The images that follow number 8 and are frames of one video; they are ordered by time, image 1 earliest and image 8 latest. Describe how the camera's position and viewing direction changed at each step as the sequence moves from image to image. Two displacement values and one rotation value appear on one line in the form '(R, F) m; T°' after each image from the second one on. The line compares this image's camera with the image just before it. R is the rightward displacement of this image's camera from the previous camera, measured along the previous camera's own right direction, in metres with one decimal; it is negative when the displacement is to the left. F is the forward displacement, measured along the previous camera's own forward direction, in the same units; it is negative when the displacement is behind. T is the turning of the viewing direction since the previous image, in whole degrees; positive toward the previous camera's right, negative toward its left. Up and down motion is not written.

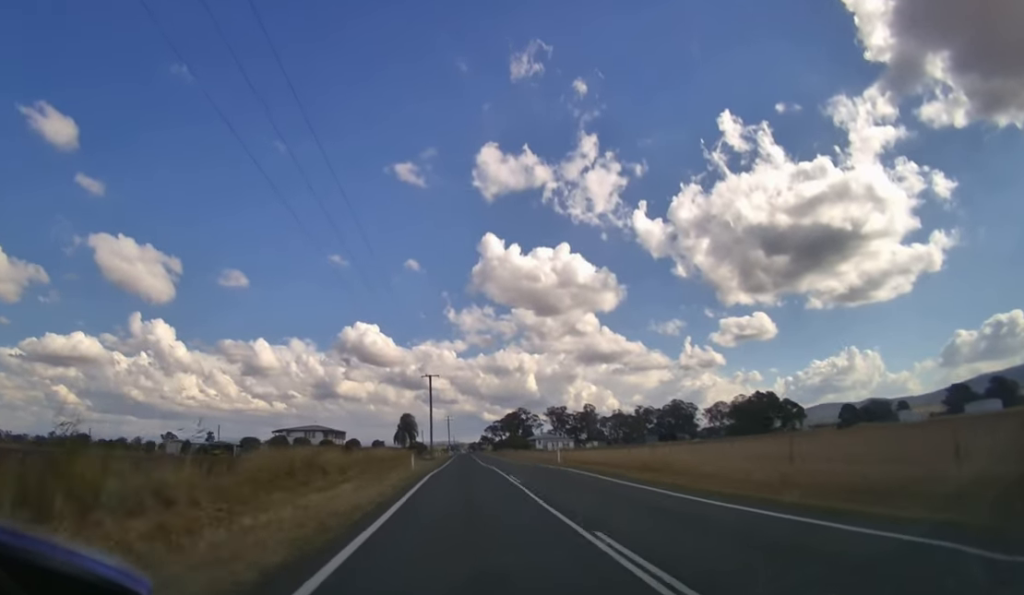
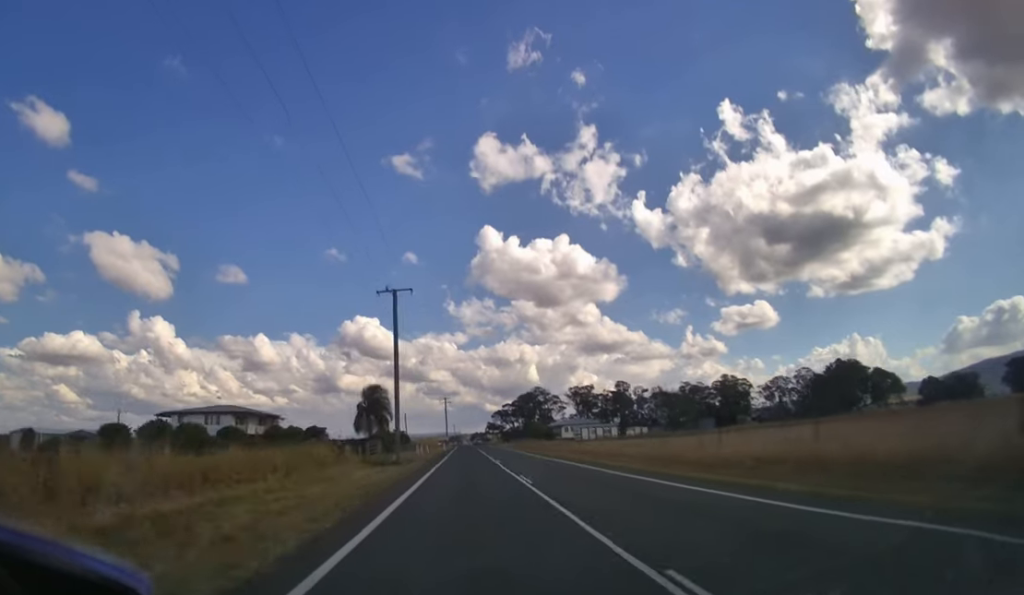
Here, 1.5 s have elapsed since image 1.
(0.0, +44.7) m; 0°
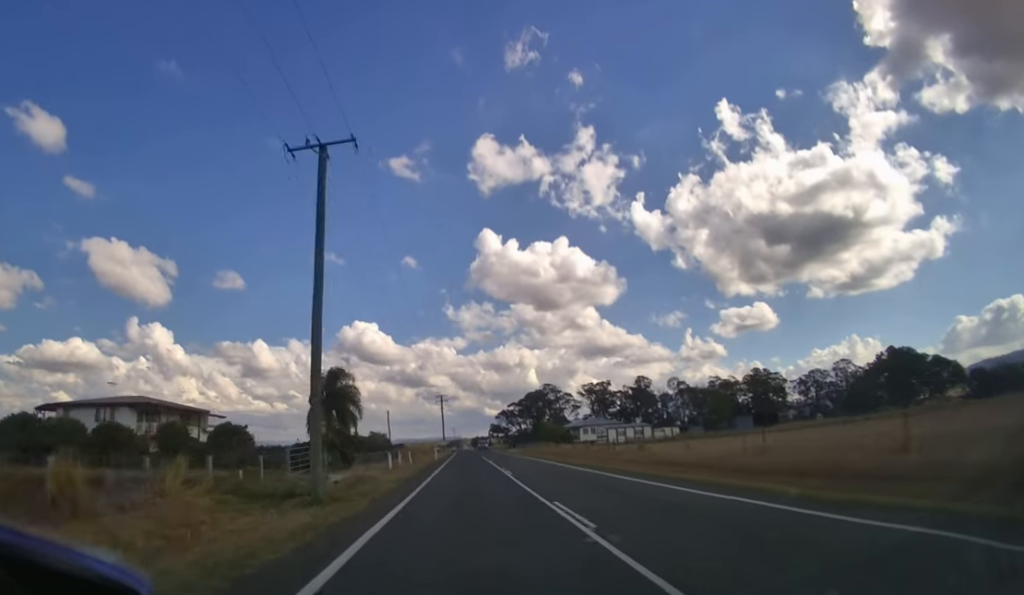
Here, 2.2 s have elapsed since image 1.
(0.0, +20.0) m; 0°
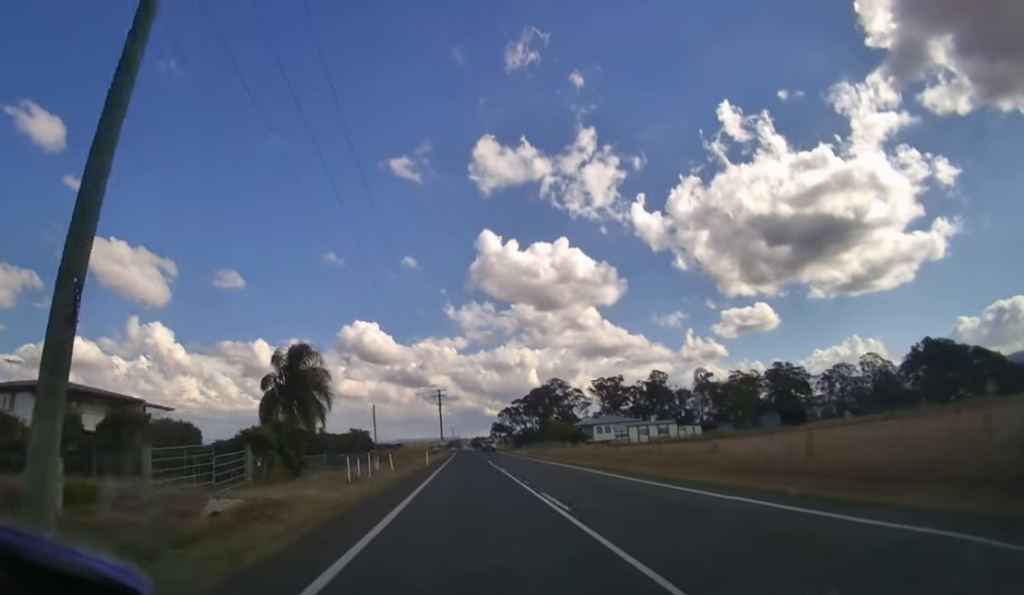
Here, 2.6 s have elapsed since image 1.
(0.0, +10.8) m; 0°
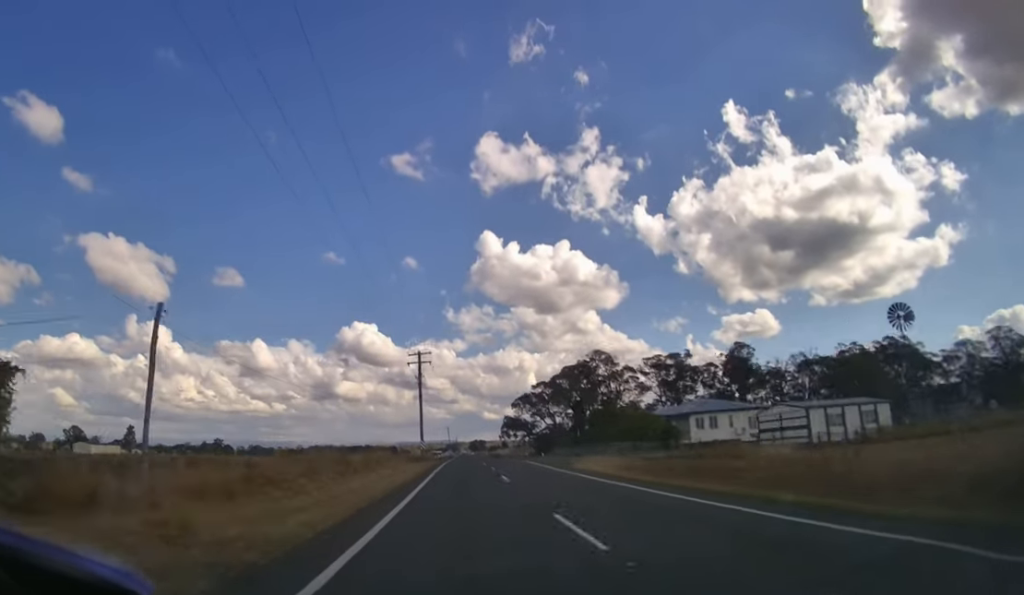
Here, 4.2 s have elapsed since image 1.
(0.0, +38.3) m; 0°
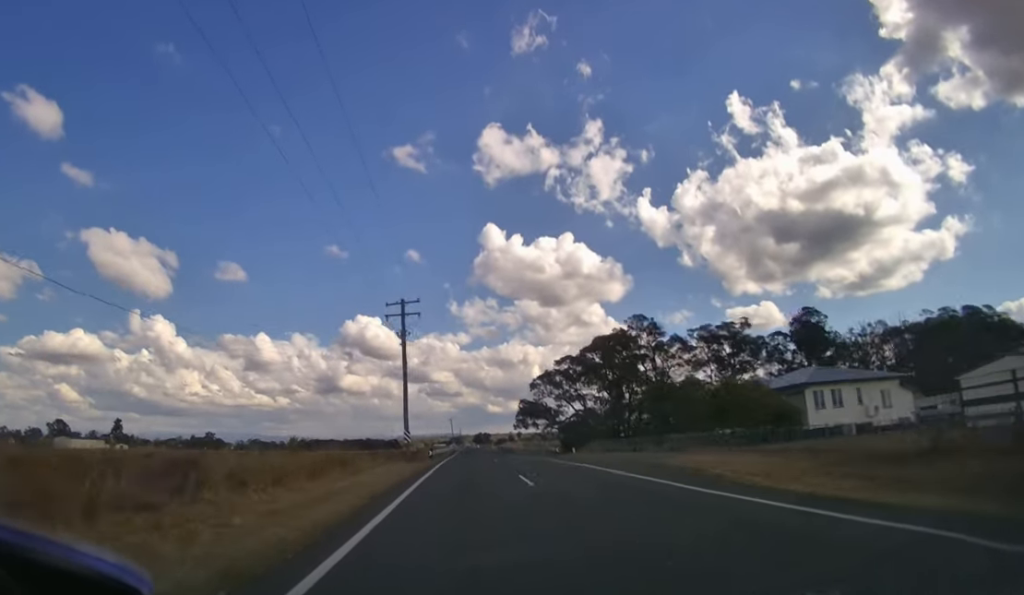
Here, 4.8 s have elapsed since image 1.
(0.0, +15.5) m; 0°
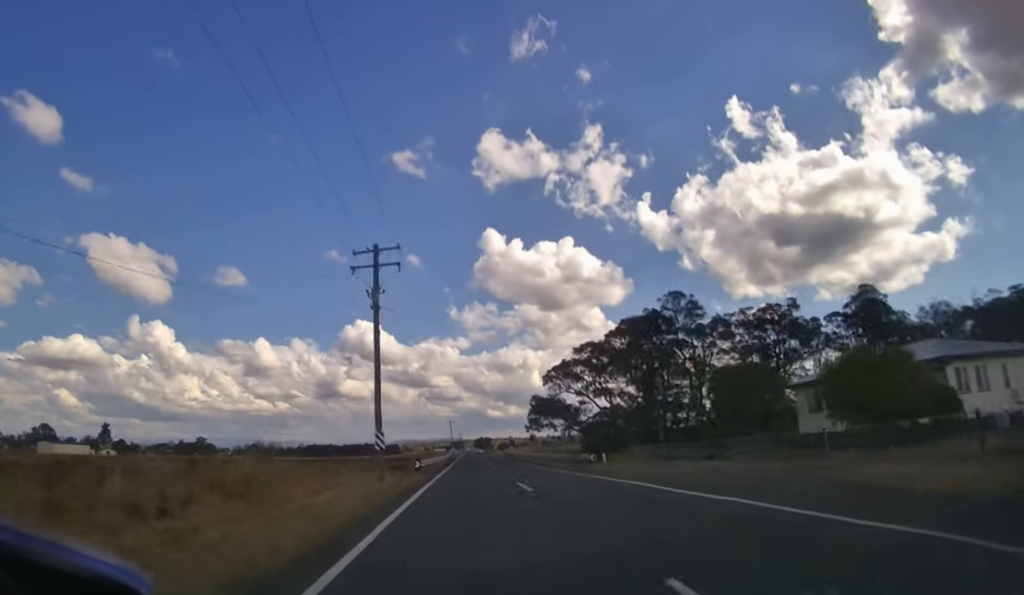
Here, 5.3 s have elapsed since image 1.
(0.0, +9.4) m; 0°
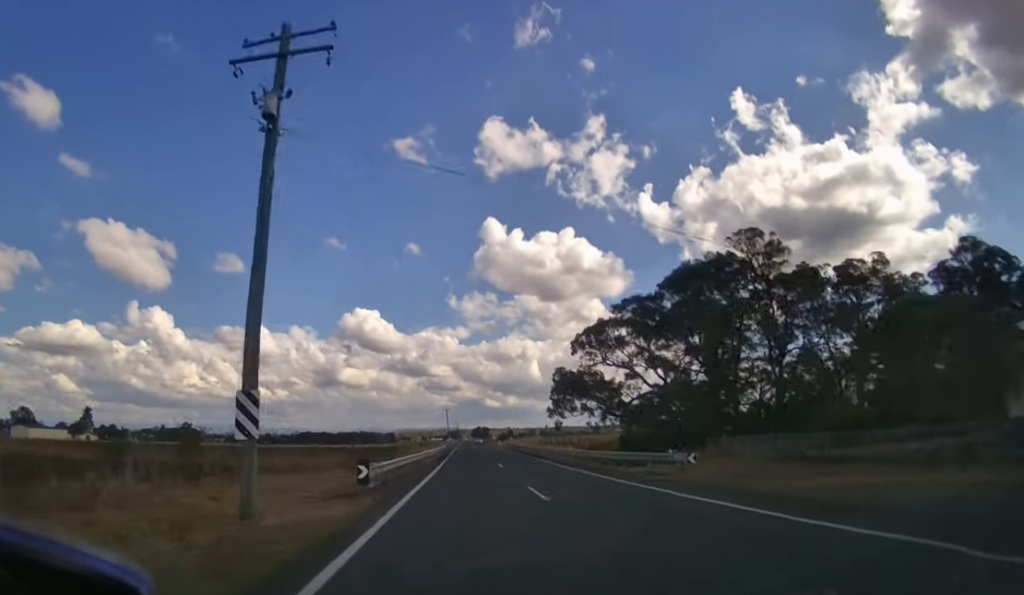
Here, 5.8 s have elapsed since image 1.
(0.0, +12.3) m; 0°
